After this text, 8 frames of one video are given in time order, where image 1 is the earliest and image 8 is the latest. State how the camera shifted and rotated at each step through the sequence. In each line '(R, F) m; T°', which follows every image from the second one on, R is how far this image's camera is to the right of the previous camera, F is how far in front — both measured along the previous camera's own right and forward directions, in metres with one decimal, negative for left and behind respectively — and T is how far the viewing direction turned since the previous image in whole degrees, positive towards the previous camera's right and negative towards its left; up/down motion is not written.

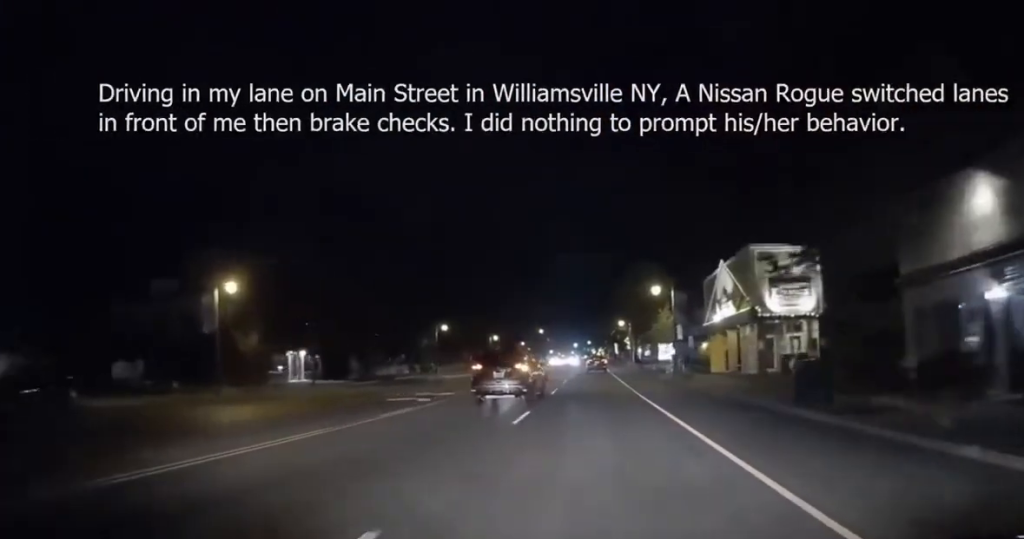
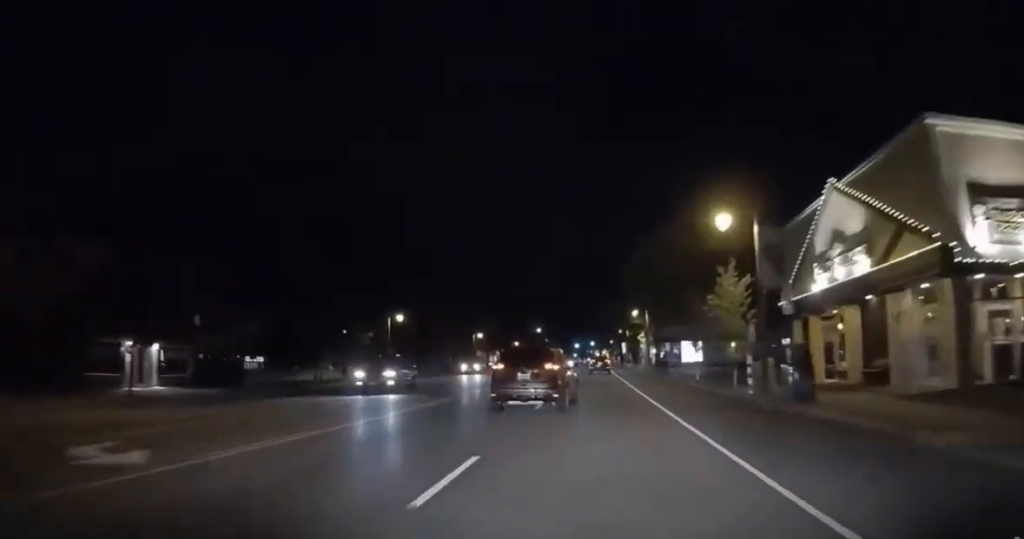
(+0.3, +20.1) m; +1°
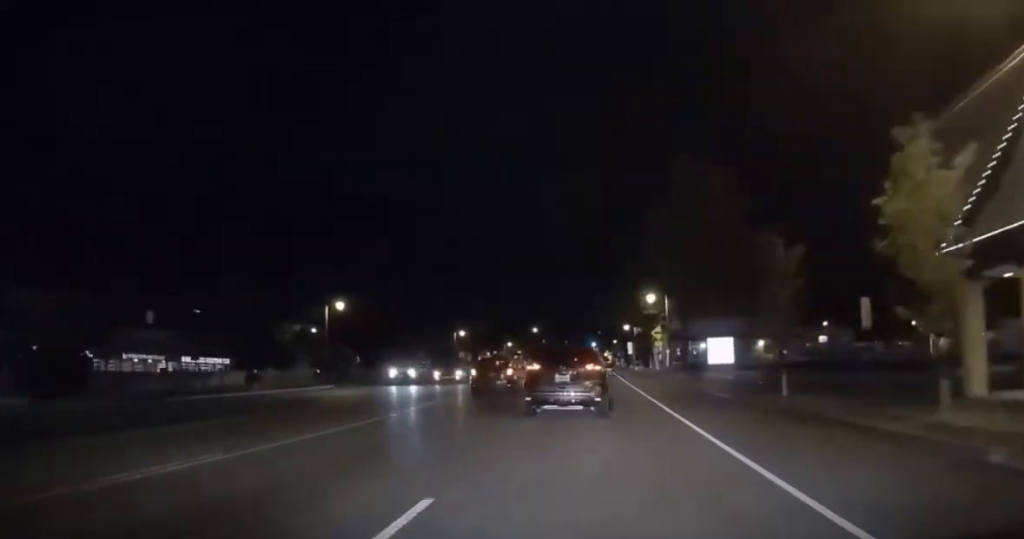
(0.0, +14.8) m; 0°
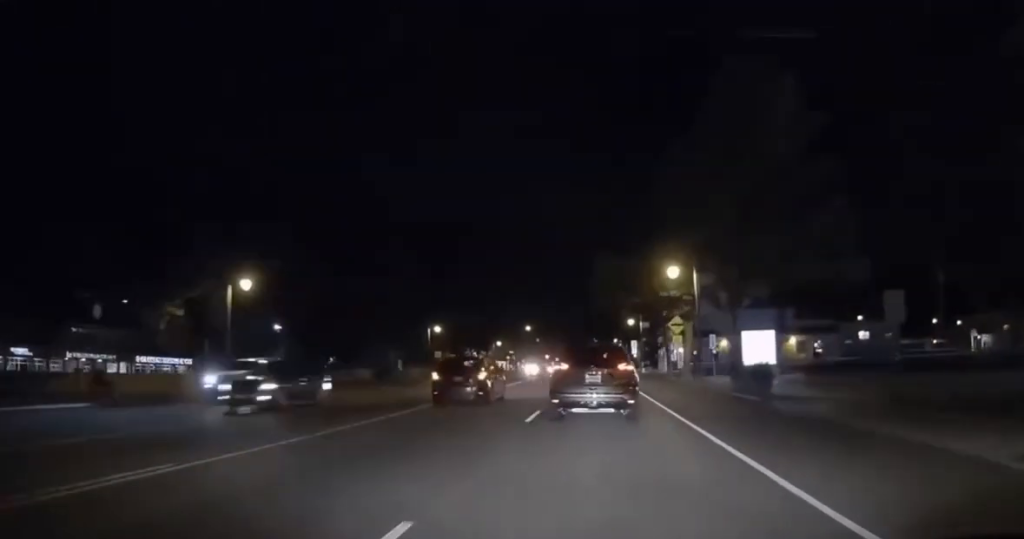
(0.0, +13.0) m; 0°
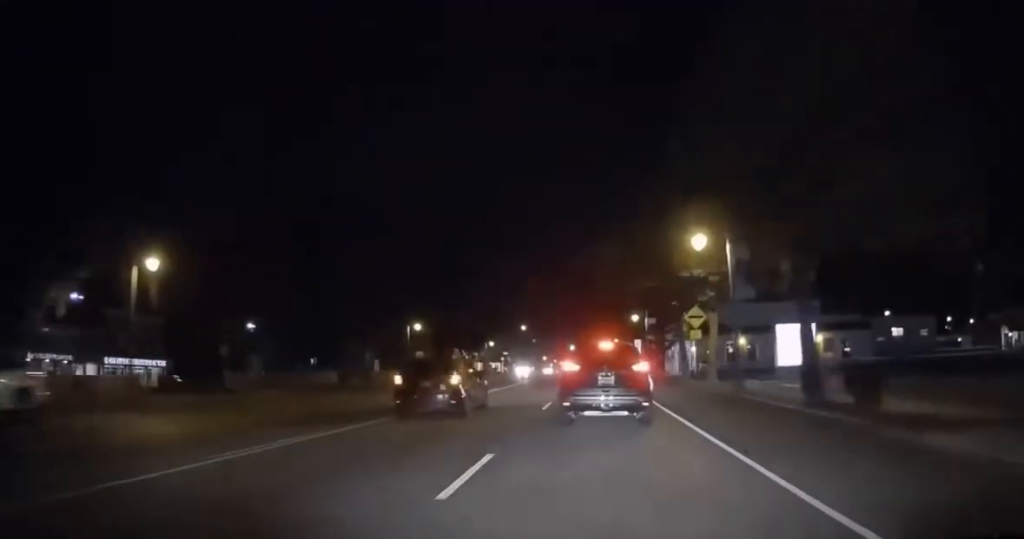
(0.0, +8.1) m; 0°
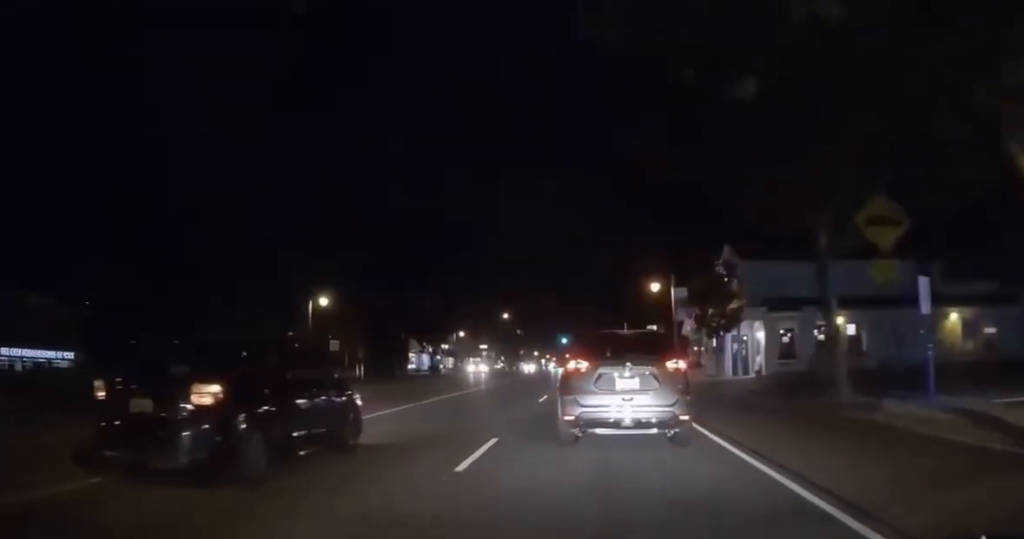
(-0.2, +23.9) m; 0°
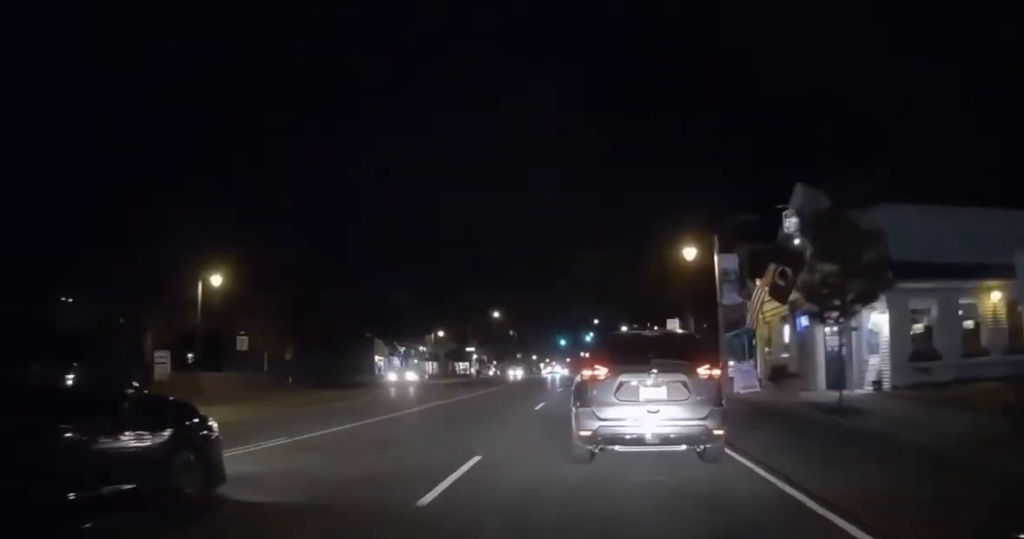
(+0.2, +15.7) m; 0°
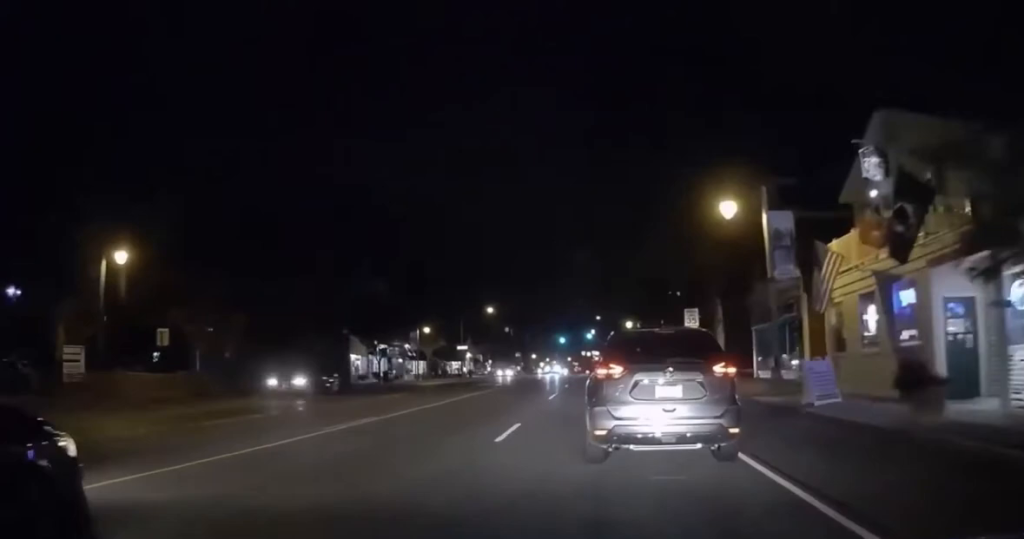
(-0.1, +7.4) m; +1°
